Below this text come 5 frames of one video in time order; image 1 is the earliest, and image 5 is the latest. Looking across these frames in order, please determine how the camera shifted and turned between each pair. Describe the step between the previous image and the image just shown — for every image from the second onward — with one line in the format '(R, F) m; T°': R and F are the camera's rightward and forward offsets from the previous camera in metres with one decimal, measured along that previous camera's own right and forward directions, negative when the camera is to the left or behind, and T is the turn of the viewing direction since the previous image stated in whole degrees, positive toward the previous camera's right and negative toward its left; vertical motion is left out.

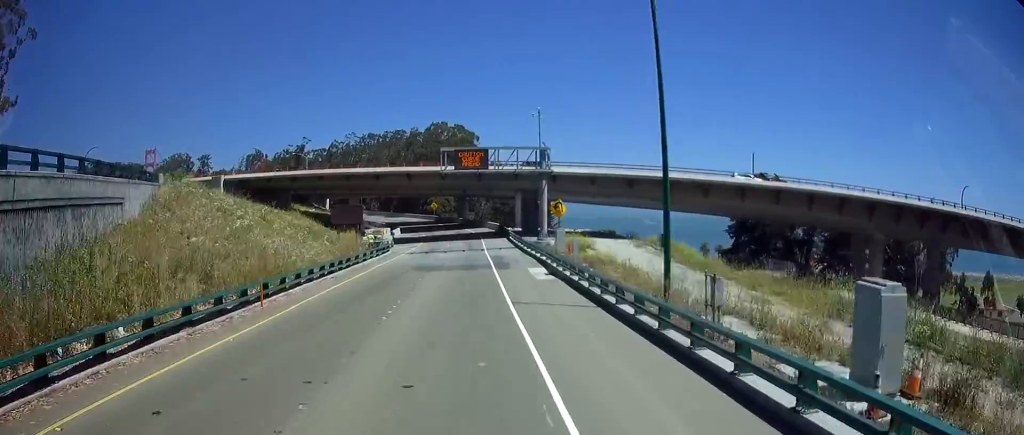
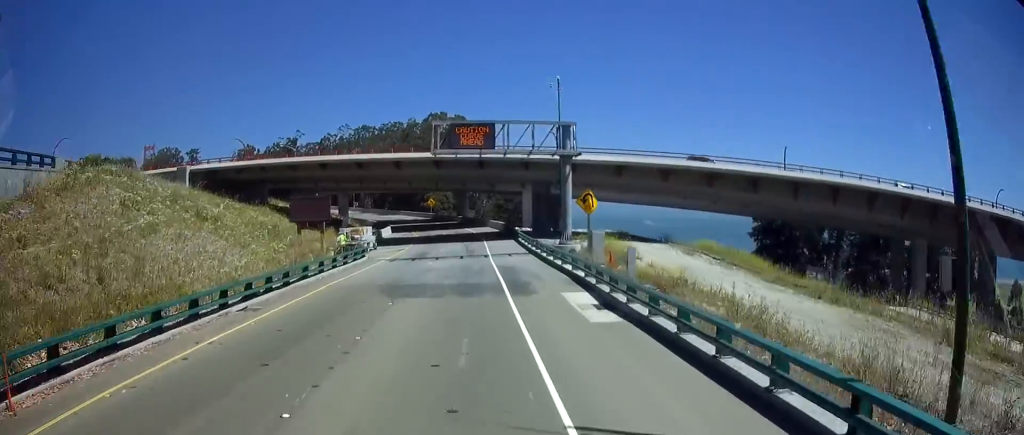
(0.0, +12.7) m; 0°
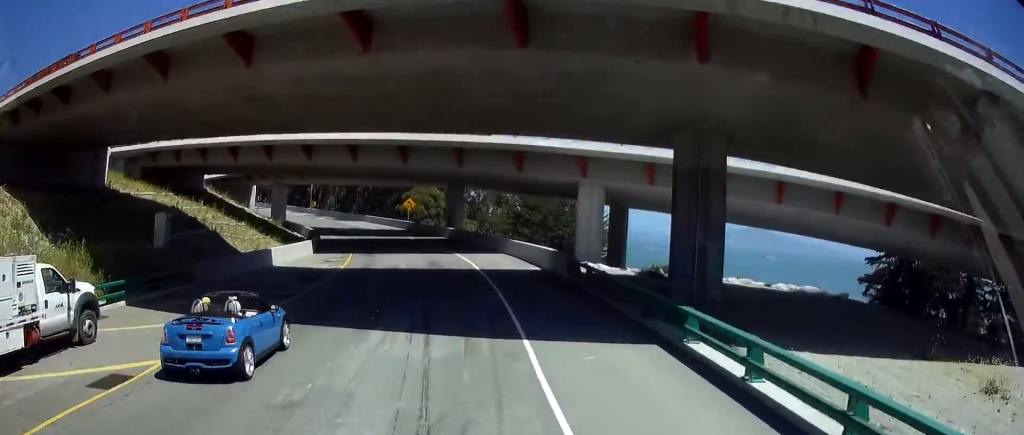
(-0.1, +45.3) m; -1°
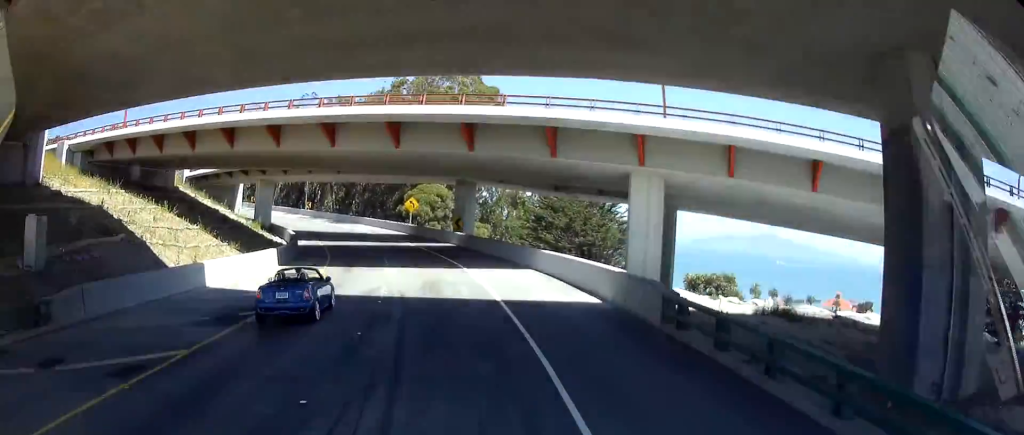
(-0.1, +11.6) m; -2°
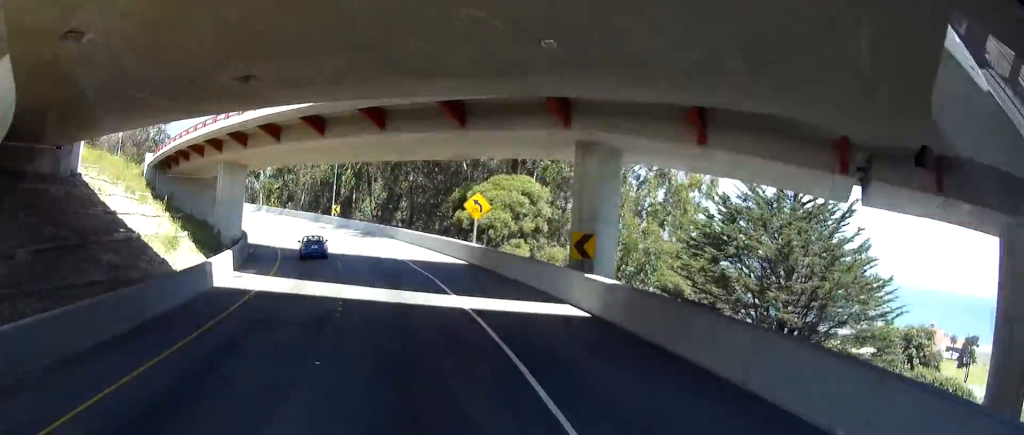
(-1.4, +31.8) m; -6°
